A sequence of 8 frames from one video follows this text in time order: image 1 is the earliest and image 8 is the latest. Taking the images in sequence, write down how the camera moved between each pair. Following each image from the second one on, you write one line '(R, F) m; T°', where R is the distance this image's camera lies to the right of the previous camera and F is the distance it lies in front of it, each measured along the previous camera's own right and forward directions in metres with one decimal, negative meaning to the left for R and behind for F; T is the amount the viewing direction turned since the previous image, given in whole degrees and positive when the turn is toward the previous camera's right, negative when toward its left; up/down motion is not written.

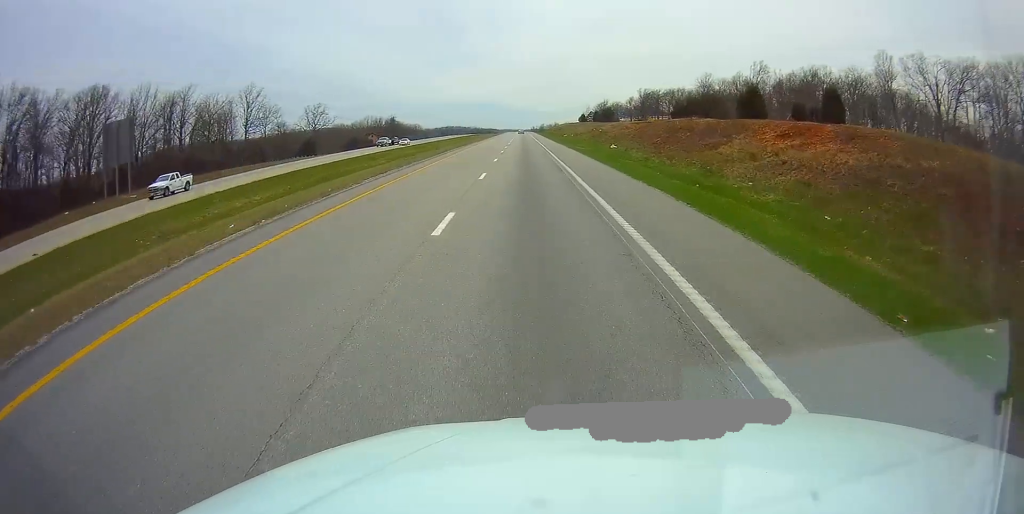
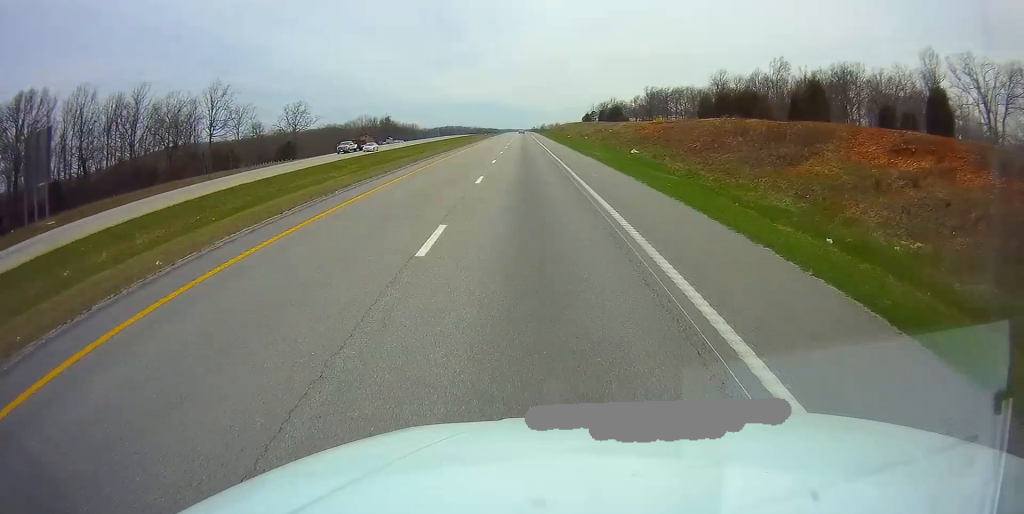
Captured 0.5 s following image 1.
(-0.1, +14.0) m; 0°
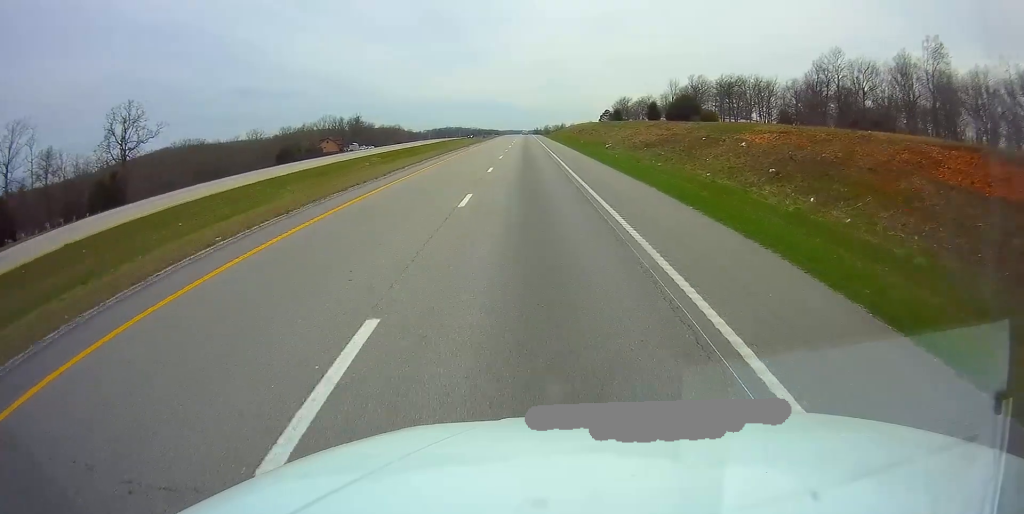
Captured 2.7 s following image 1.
(+0.4, +67.5) m; 0°
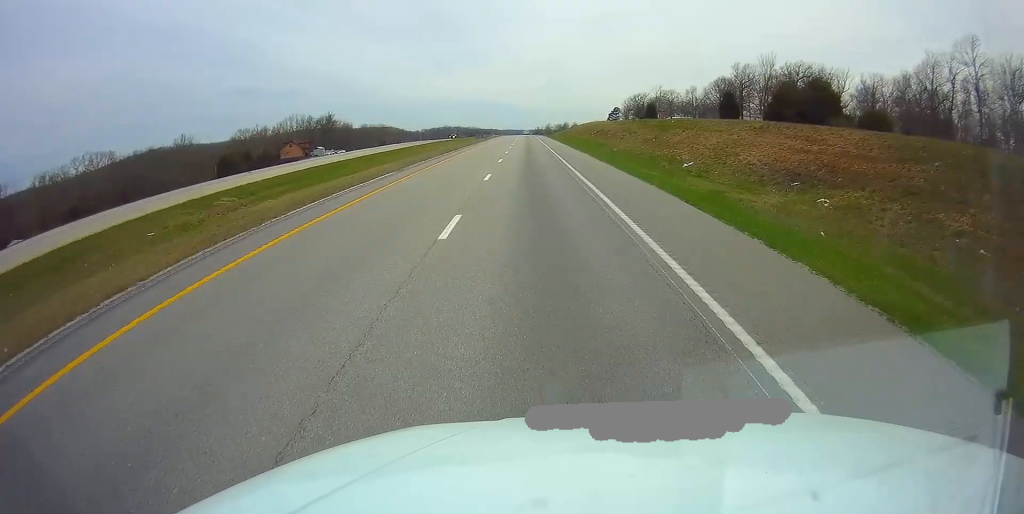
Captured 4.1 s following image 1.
(-0.2, +41.3) m; -1°
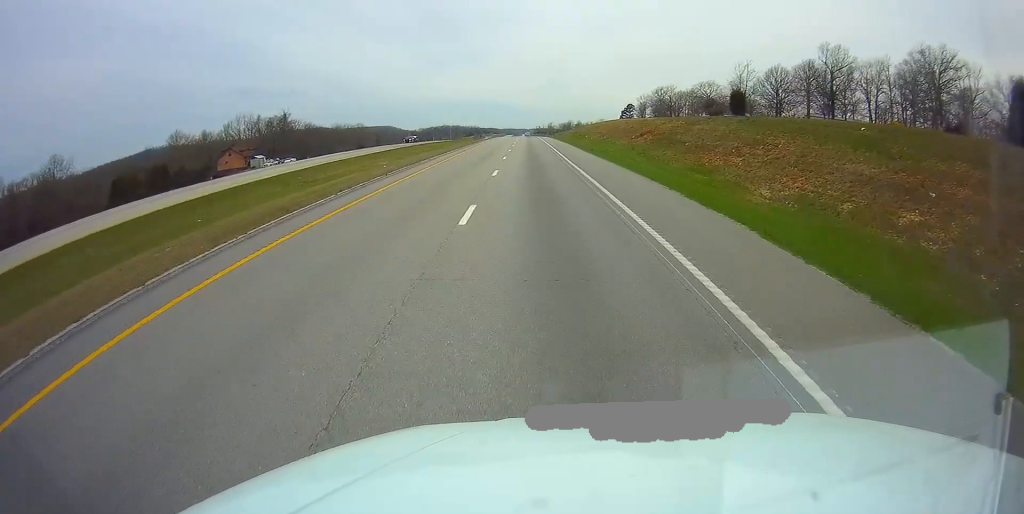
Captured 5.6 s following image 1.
(-0.1, +47.4) m; +1°
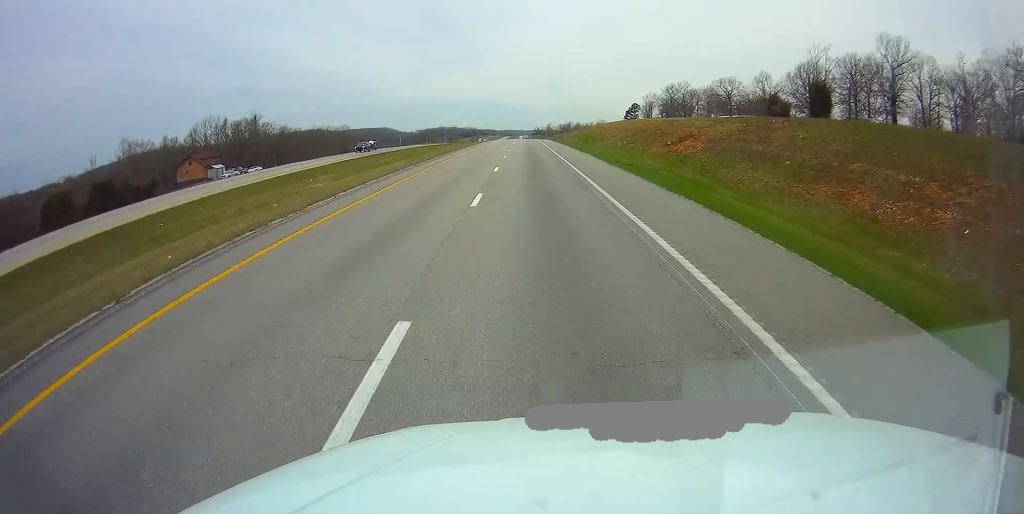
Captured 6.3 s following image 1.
(+0.2, +21.3) m; 0°
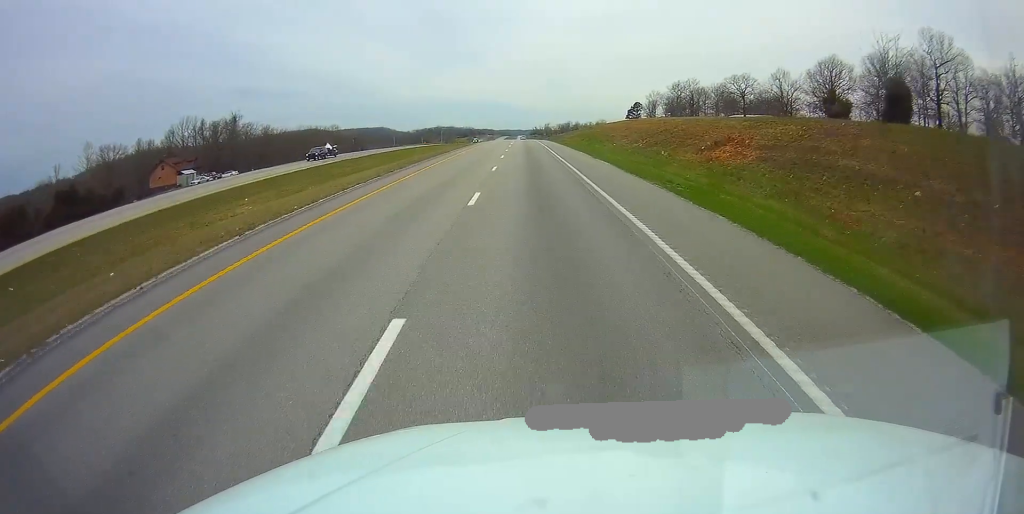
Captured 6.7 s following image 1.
(0.0, +12.2) m; 0°
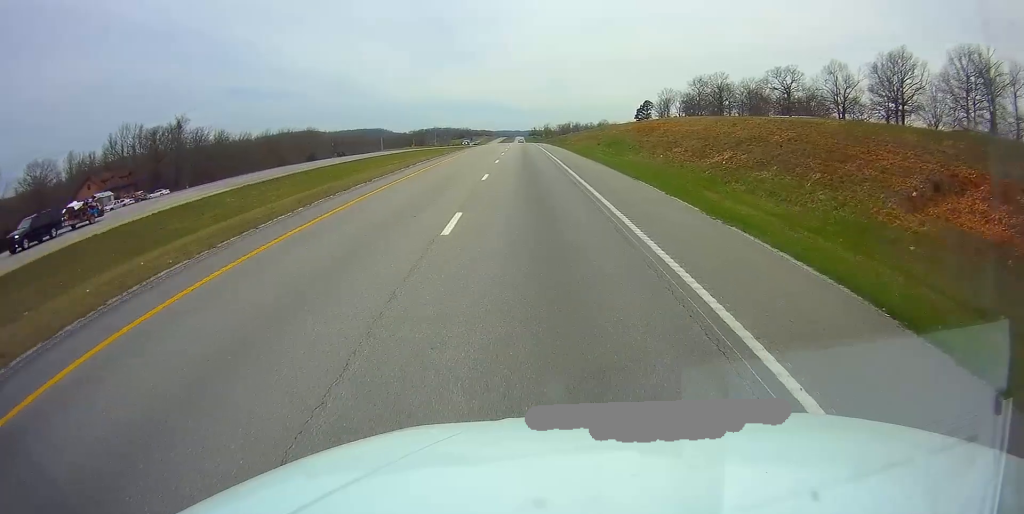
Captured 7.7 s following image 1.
(-0.1, +28.4) m; 0°
